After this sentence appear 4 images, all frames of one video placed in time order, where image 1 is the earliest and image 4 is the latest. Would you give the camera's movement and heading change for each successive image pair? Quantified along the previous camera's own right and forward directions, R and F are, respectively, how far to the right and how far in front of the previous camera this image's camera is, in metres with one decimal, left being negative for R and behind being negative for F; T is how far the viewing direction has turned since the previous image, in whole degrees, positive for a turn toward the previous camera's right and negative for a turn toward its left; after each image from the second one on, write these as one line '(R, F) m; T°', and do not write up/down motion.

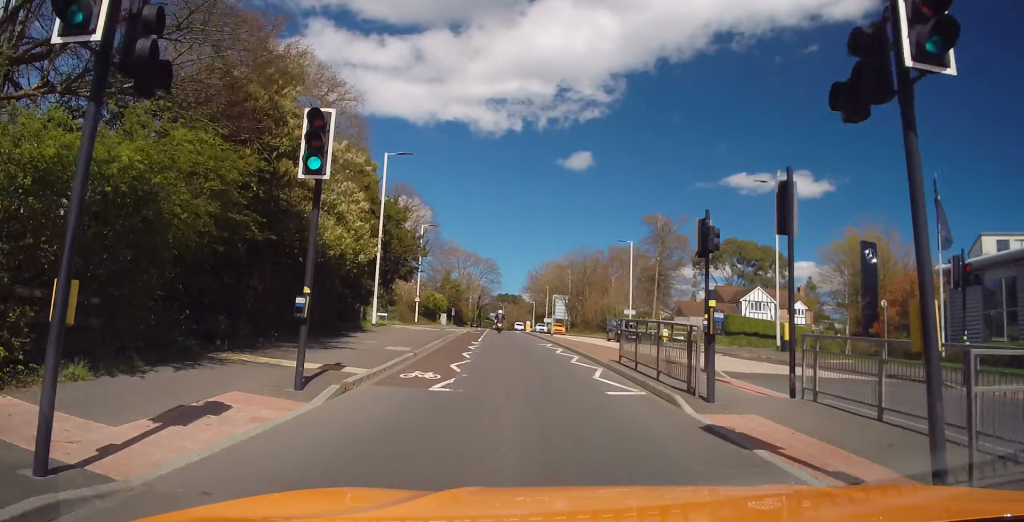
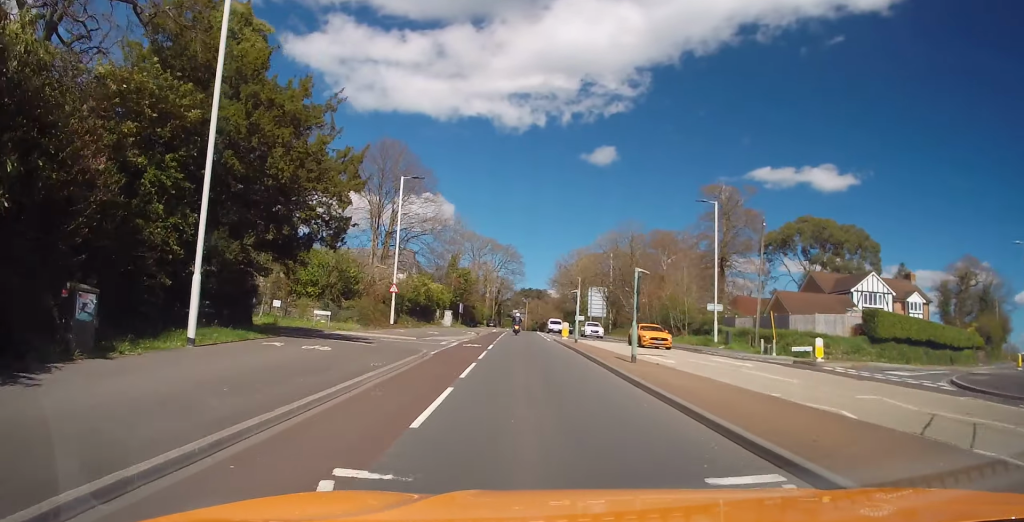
(-0.7, +22.3) m; -3°
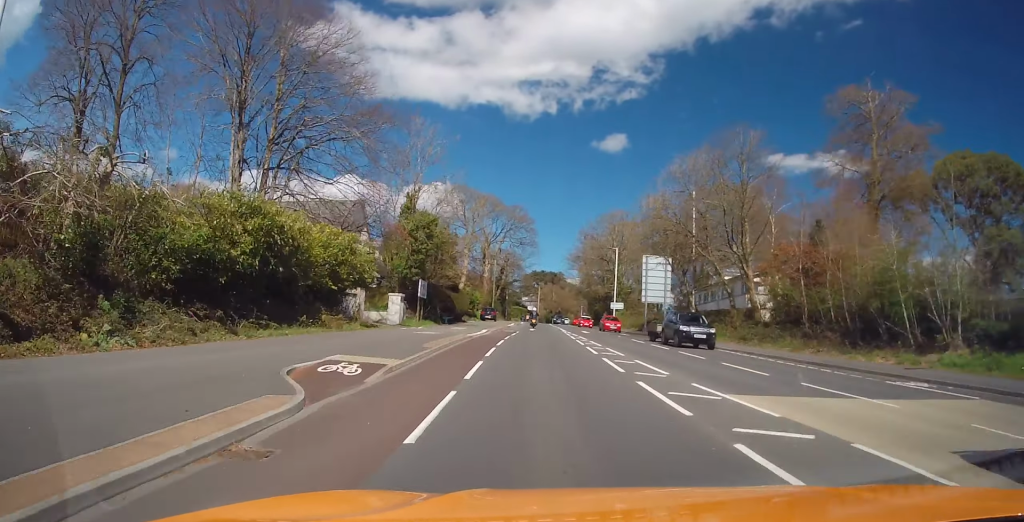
(+1.1, +34.7) m; +2°
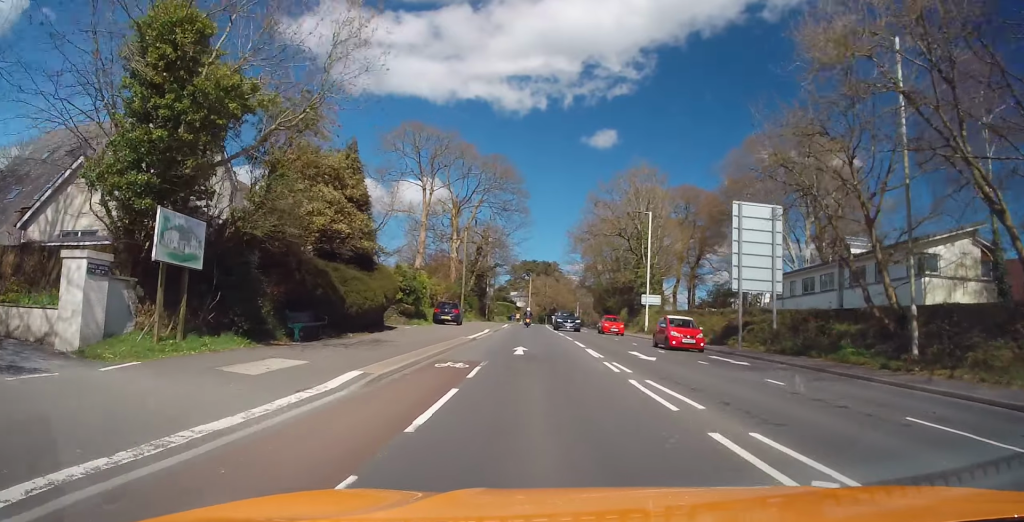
(-0.7, +27.9) m; -2°
